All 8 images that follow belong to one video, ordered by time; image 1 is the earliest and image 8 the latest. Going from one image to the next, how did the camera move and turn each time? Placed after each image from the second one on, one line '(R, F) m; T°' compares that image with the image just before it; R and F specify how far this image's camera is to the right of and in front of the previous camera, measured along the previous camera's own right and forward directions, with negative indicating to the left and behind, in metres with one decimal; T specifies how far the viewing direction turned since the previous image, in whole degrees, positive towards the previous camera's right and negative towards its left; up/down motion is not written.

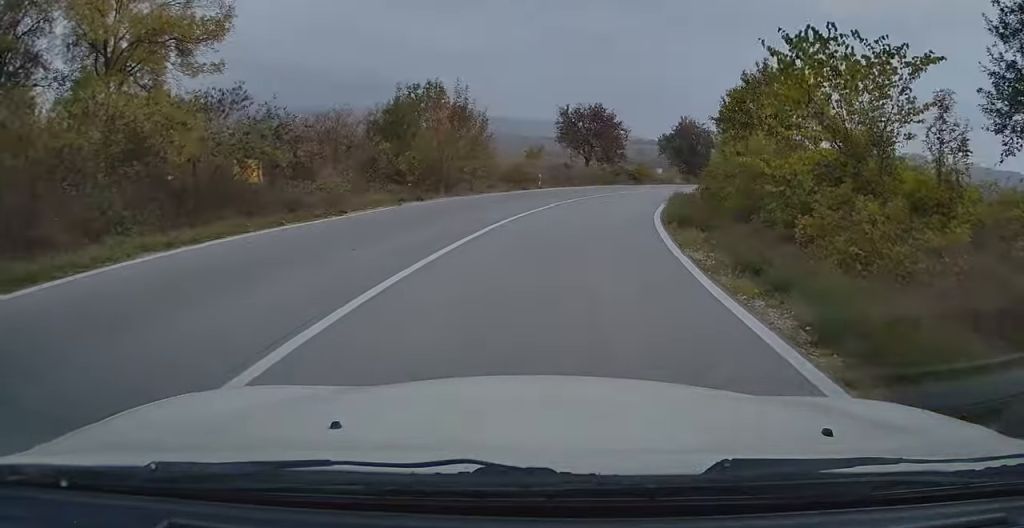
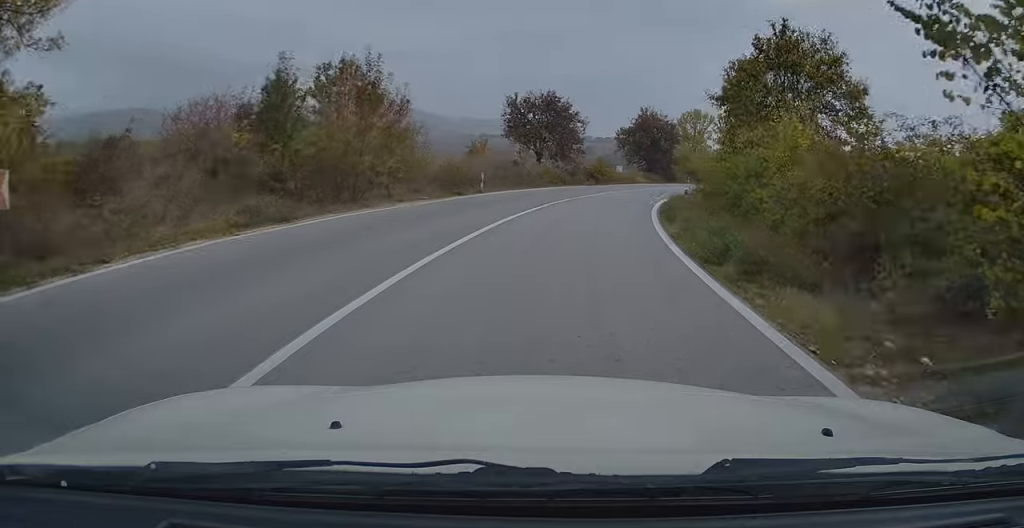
(+0.5, +8.2) m; +4°
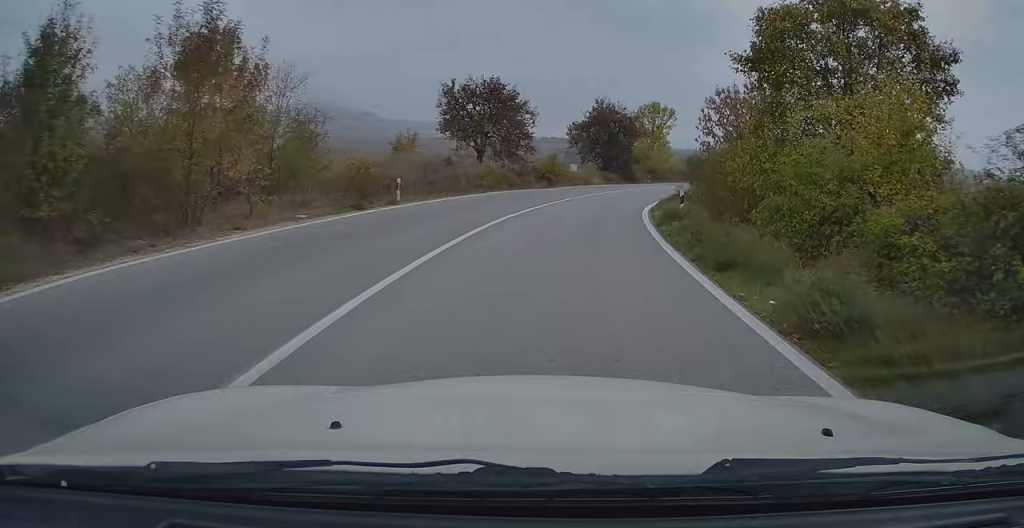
(+0.3, +8.3) m; +4°
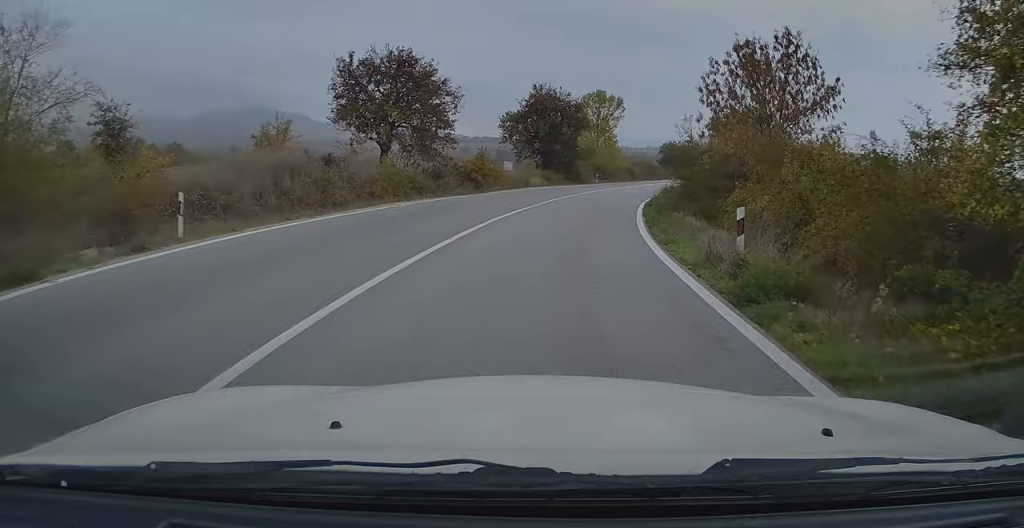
(+0.3, +10.9) m; +5°
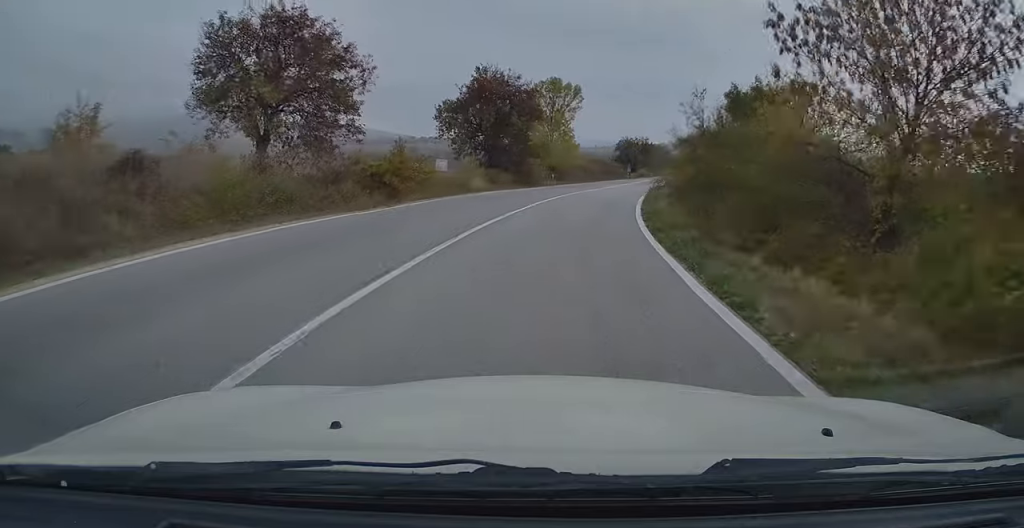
(+0.6, +10.0) m; +4°
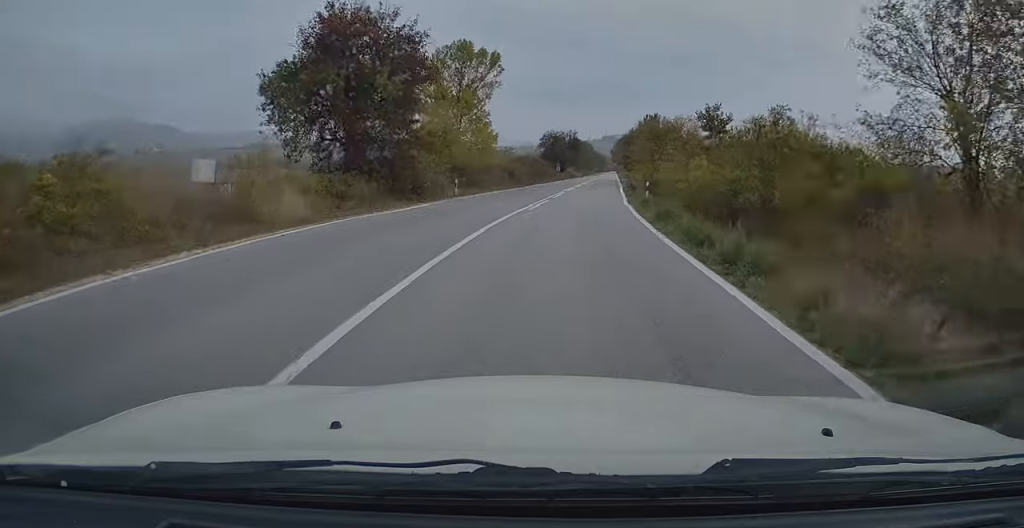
(+1.2, +19.1) m; +8°
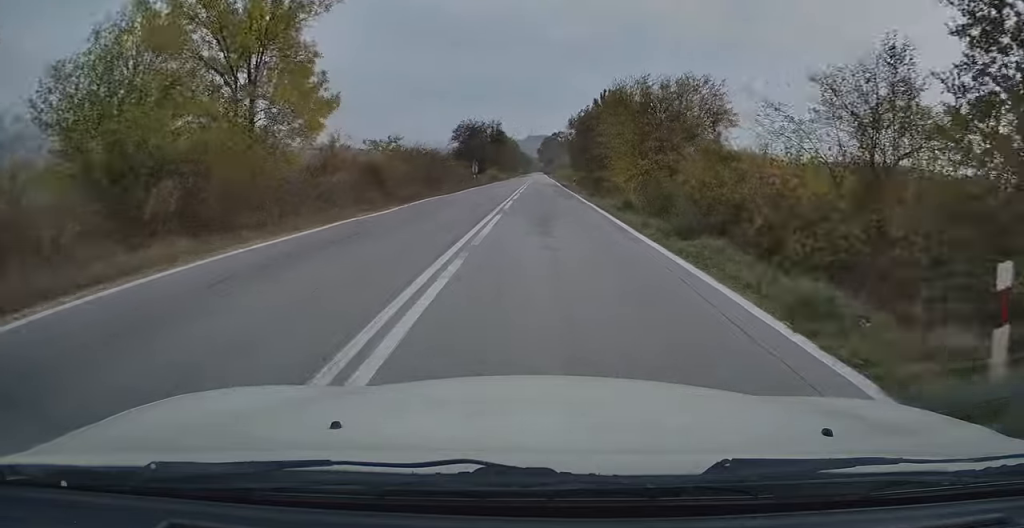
(+1.7, +25.3) m; +6°
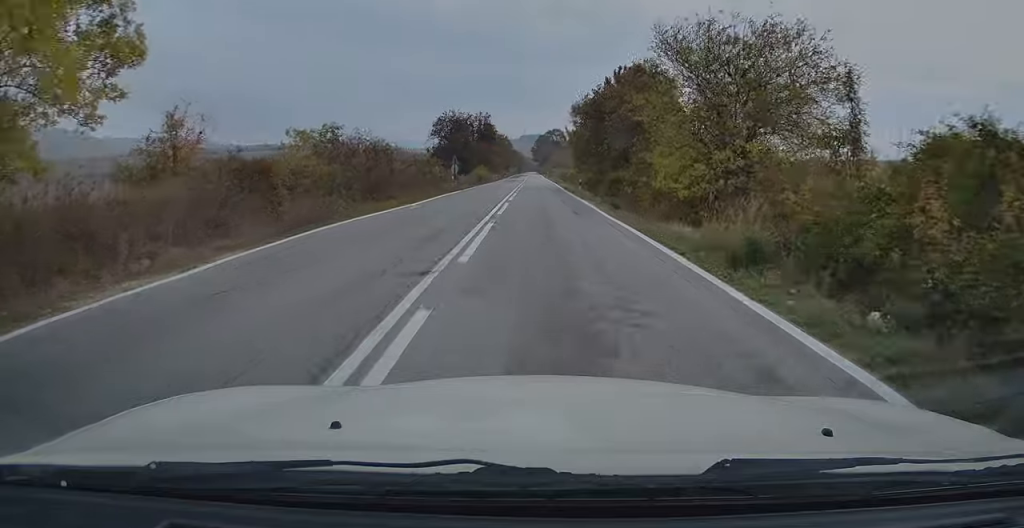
(+0.2, +12.0) m; +2°
